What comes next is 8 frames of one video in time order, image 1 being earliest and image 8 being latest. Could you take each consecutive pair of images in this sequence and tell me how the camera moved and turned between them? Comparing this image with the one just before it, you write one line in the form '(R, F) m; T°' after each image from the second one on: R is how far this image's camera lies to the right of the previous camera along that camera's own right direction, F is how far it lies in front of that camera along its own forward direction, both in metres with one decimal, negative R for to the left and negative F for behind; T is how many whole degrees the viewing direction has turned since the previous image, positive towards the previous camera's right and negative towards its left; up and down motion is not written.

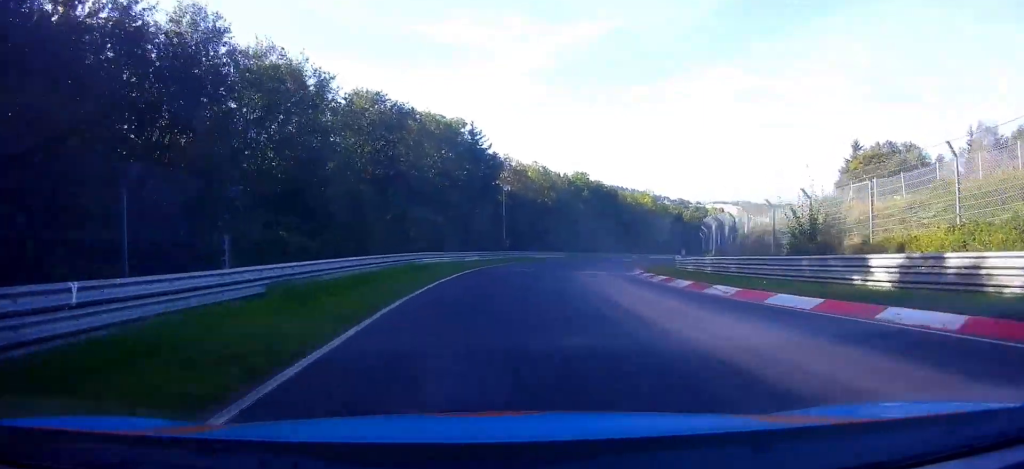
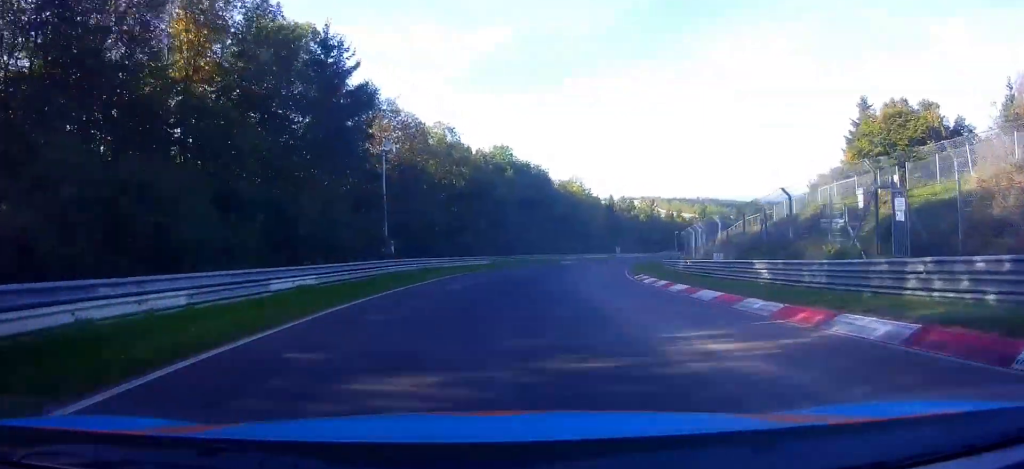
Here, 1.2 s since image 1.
(+1.4, +28.1) m; +6°
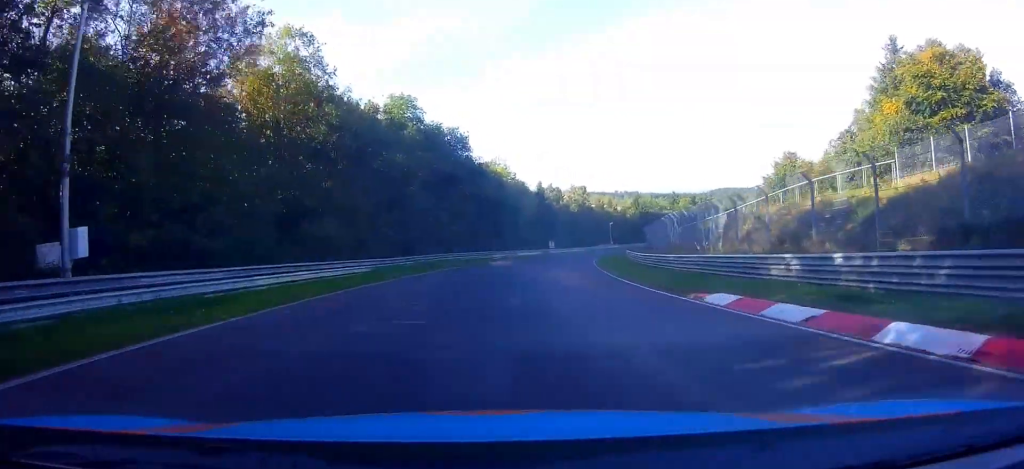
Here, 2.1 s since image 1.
(+1.2, +23.2) m; +7°
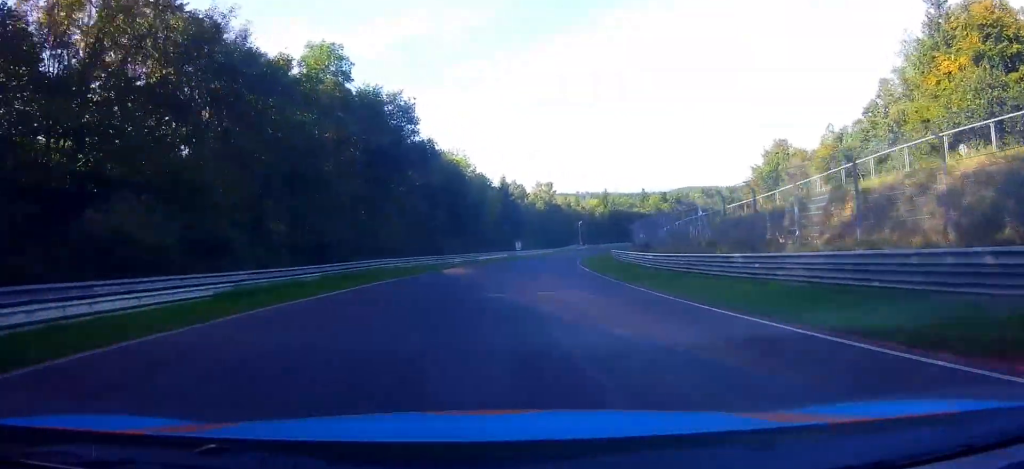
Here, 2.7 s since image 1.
(+0.6, +12.9) m; +3°
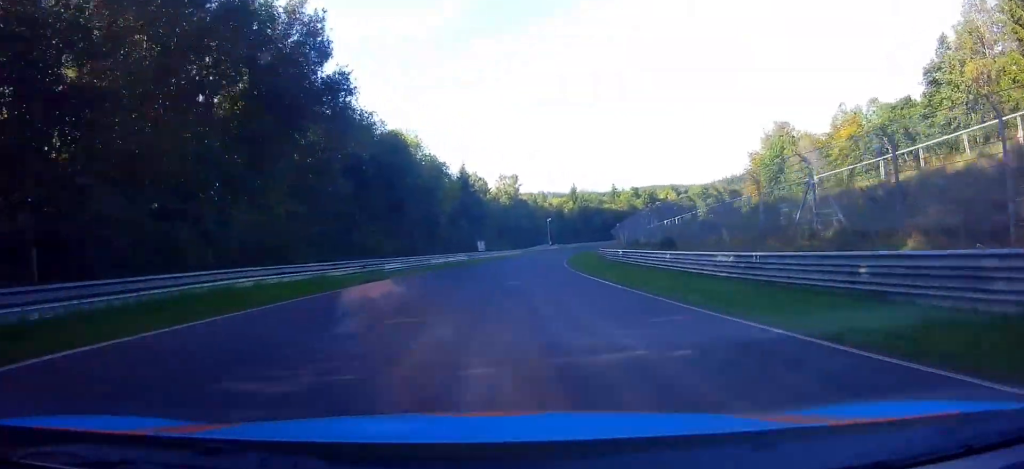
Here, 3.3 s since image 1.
(+0.4, +14.9) m; +3°
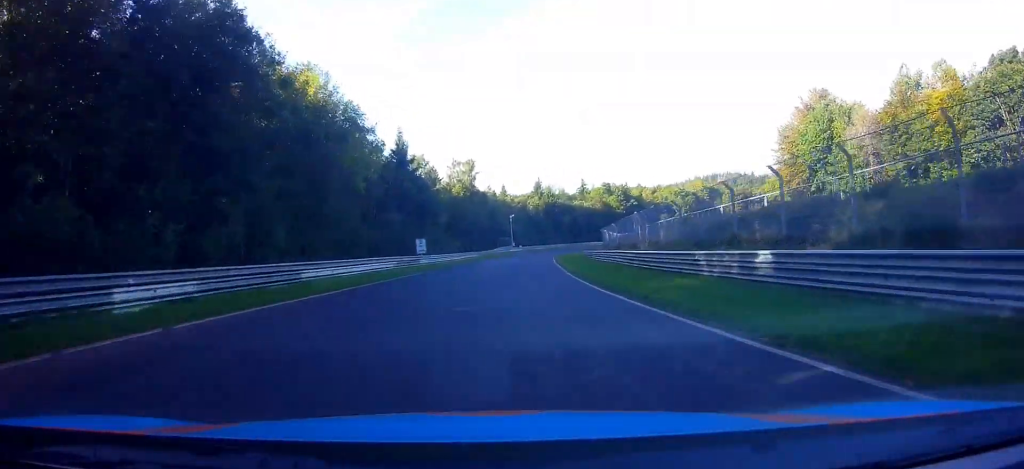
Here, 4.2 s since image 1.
(+0.7, +23.7) m; +4°
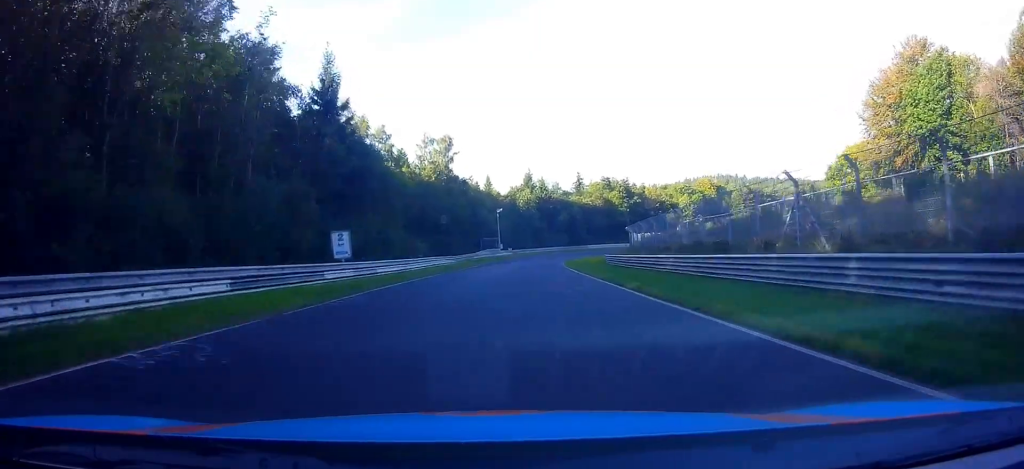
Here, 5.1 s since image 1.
(+0.9, +22.9) m; +5°
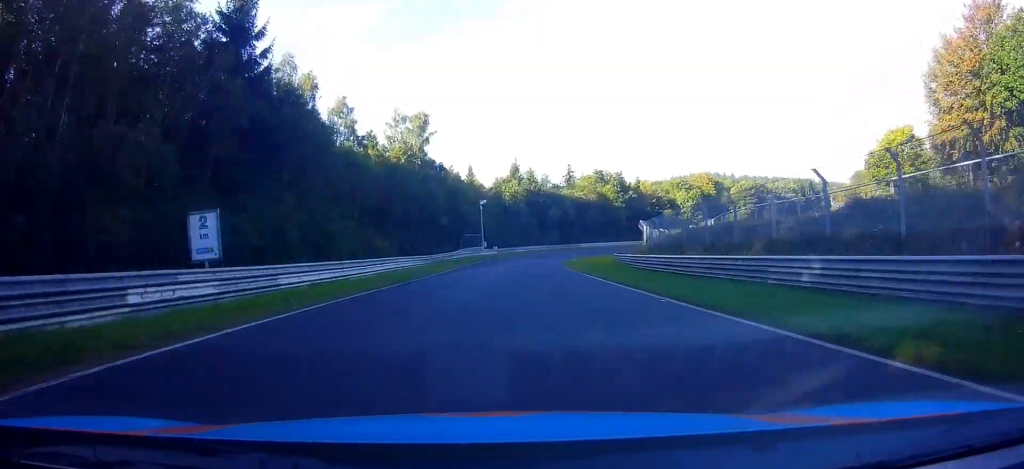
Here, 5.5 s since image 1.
(+0.4, +12.7) m; +2°
